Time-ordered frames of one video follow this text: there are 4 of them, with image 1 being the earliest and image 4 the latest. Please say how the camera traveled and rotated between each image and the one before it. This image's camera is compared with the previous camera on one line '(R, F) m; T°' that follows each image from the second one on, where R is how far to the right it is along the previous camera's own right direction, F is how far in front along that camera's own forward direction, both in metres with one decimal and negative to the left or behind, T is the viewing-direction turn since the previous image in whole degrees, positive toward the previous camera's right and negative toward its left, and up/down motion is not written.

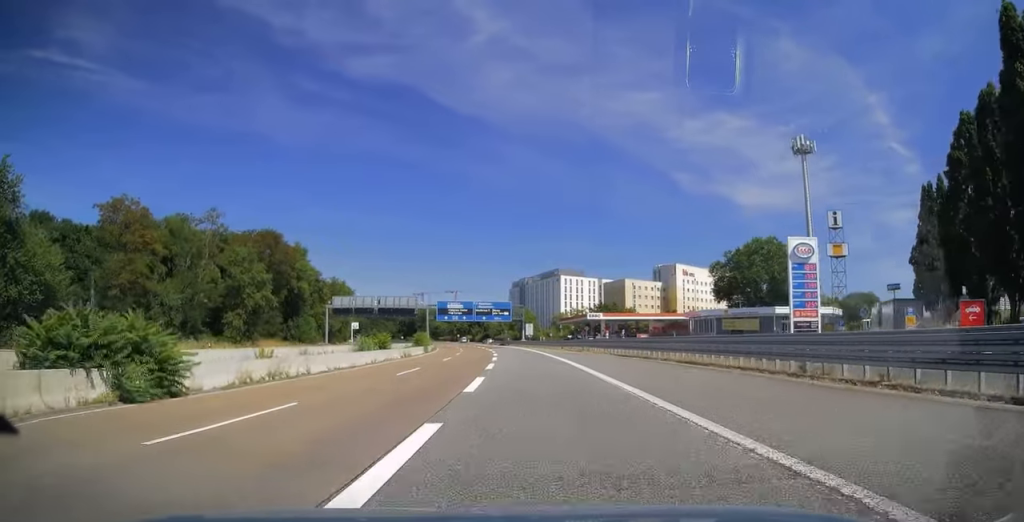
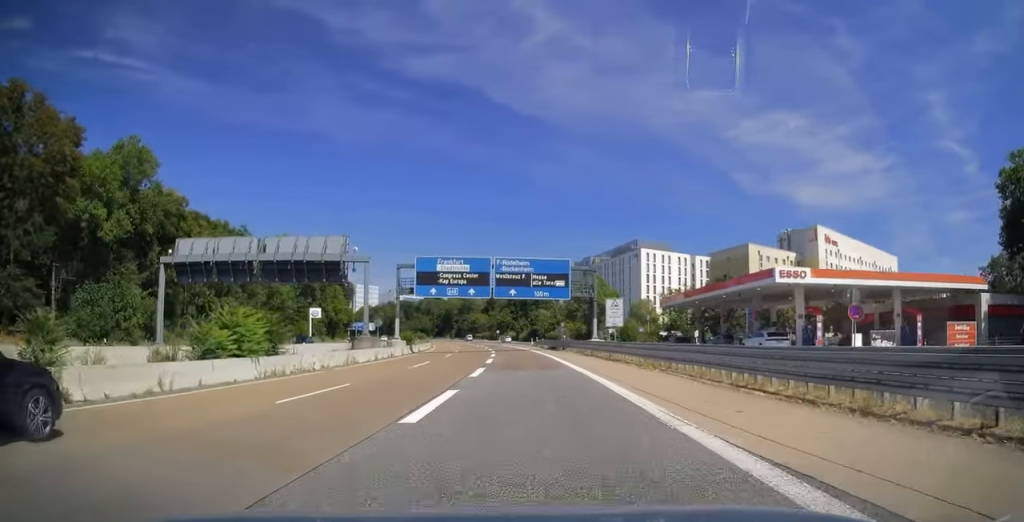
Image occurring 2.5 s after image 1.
(-3.5, +65.5) m; -6°
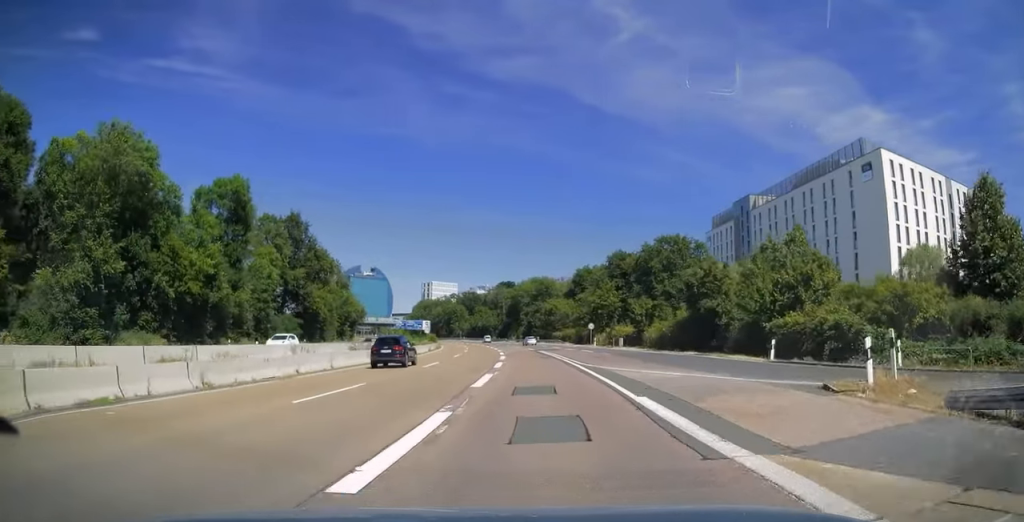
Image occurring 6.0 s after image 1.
(-6.7, +88.1) m; -9°
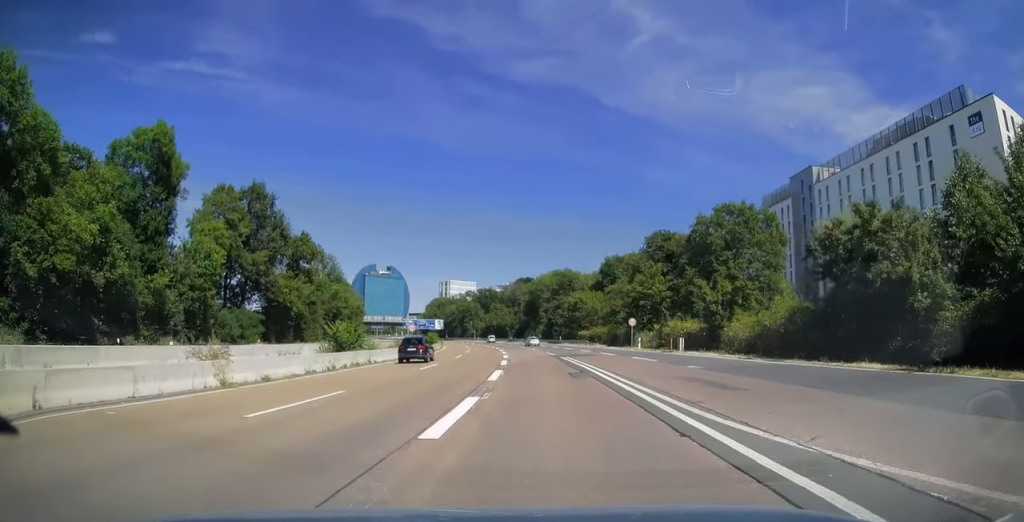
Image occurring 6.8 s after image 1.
(-0.3, +20.9) m; -2°
